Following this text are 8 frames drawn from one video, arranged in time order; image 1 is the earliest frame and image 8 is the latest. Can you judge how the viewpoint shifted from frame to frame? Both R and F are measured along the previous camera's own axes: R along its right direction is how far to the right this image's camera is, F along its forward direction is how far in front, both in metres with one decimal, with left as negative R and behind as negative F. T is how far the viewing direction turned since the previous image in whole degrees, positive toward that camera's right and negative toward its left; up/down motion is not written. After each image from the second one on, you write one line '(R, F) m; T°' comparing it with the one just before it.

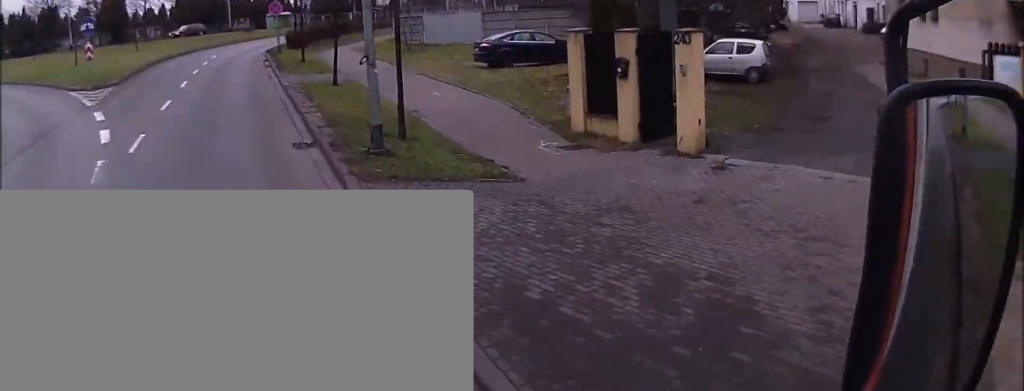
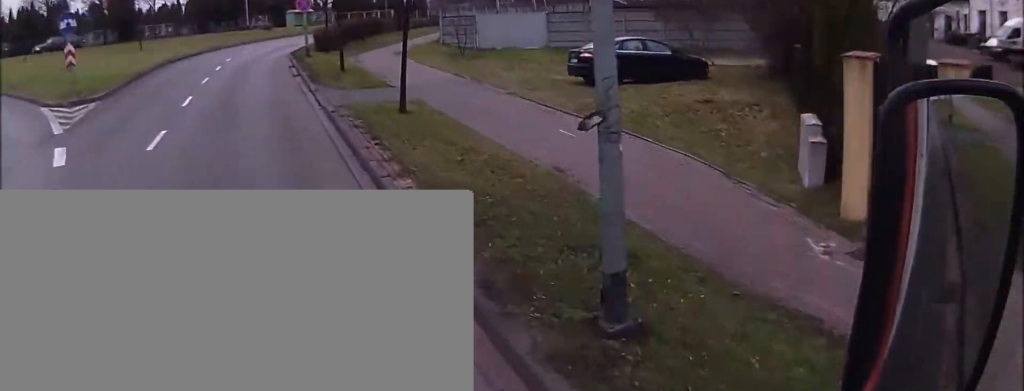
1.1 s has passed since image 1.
(+0.9, +7.1) m; +15°
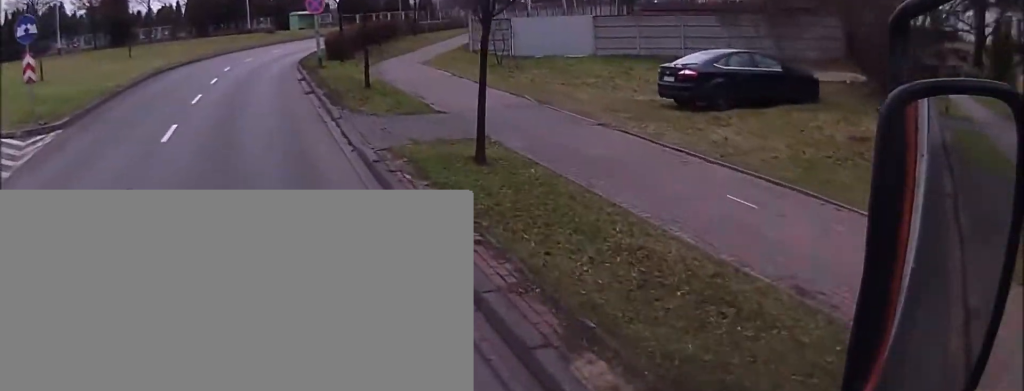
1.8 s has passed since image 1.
(+0.7, +5.6) m; +2°
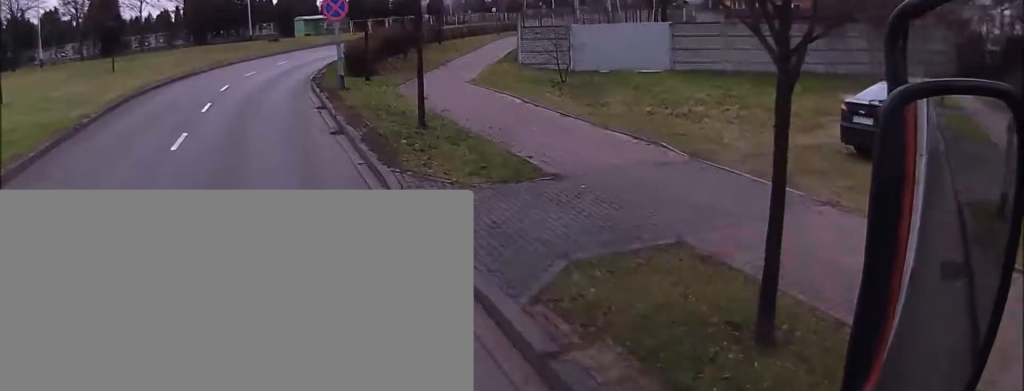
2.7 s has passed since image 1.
(-0.6, +6.6) m; -10°
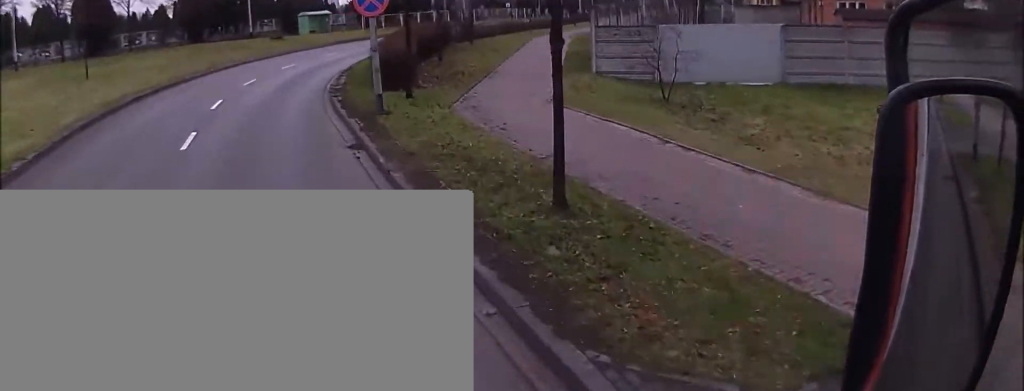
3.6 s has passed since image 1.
(-0.7, +6.9) m; -2°
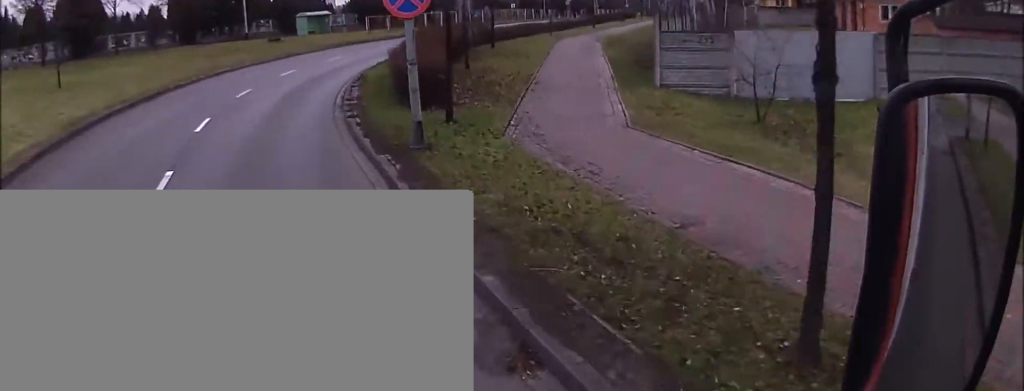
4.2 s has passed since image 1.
(+0.3, +4.4) m; +3°
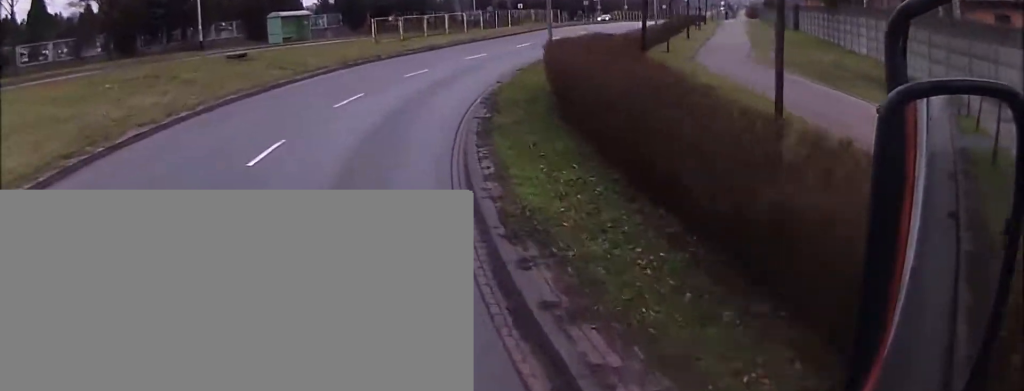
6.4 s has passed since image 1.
(+0.2, +17.1) m; -28°
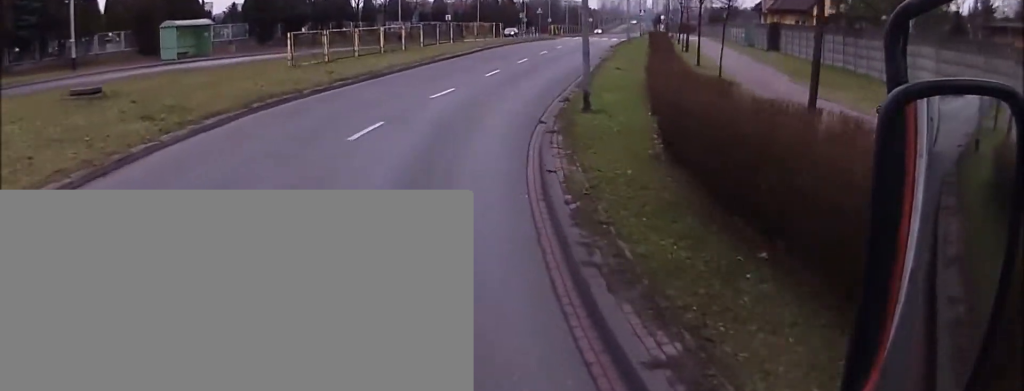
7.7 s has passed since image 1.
(-2.3, +5.7) m; +33°
